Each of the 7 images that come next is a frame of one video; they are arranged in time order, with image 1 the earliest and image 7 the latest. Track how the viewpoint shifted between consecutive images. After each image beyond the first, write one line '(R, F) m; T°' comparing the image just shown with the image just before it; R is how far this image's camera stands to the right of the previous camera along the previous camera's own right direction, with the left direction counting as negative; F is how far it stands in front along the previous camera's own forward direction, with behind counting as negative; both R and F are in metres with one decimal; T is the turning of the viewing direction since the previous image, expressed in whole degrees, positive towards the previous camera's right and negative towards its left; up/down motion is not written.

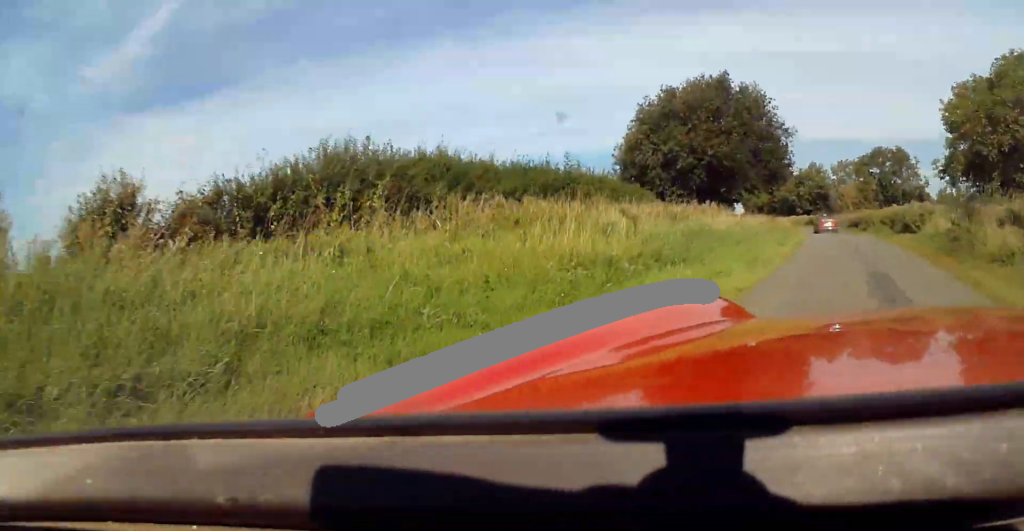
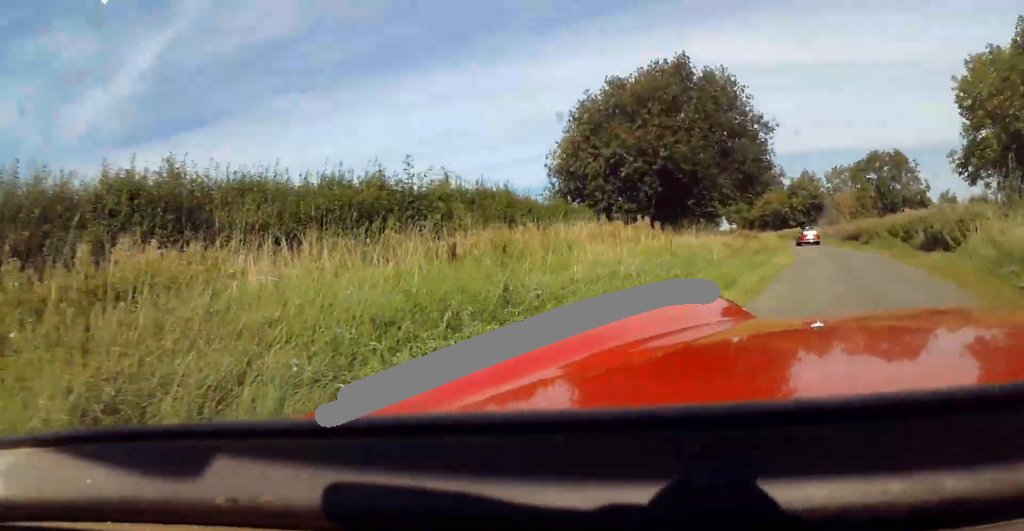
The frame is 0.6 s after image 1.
(+0.2, +8.4) m; 0°
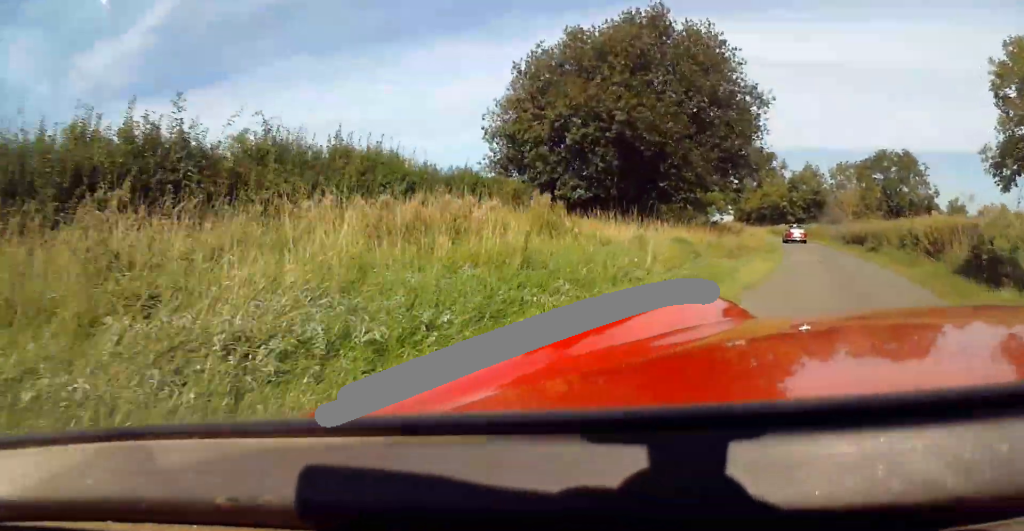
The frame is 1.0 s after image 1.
(+0.1, +6.4) m; 0°
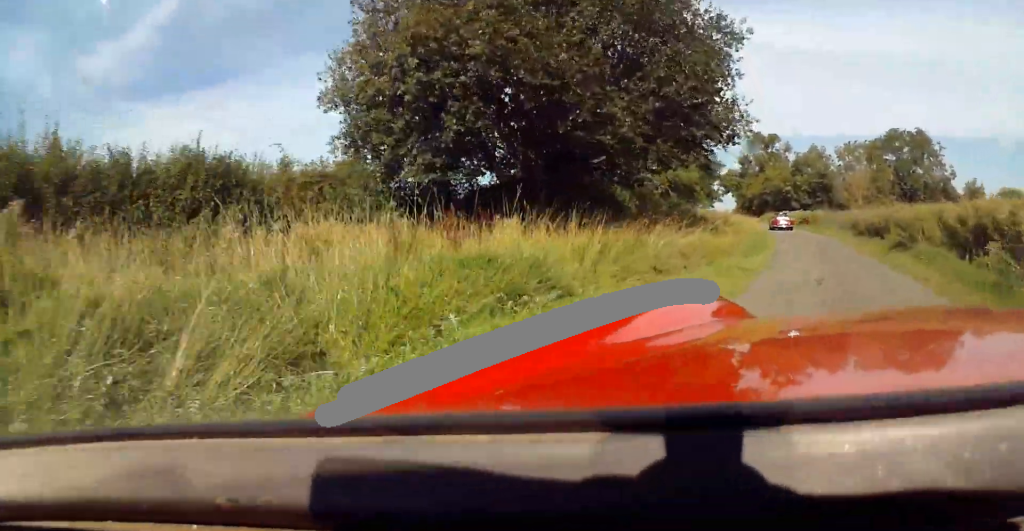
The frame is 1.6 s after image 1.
(-0.1, +9.2) m; 0°
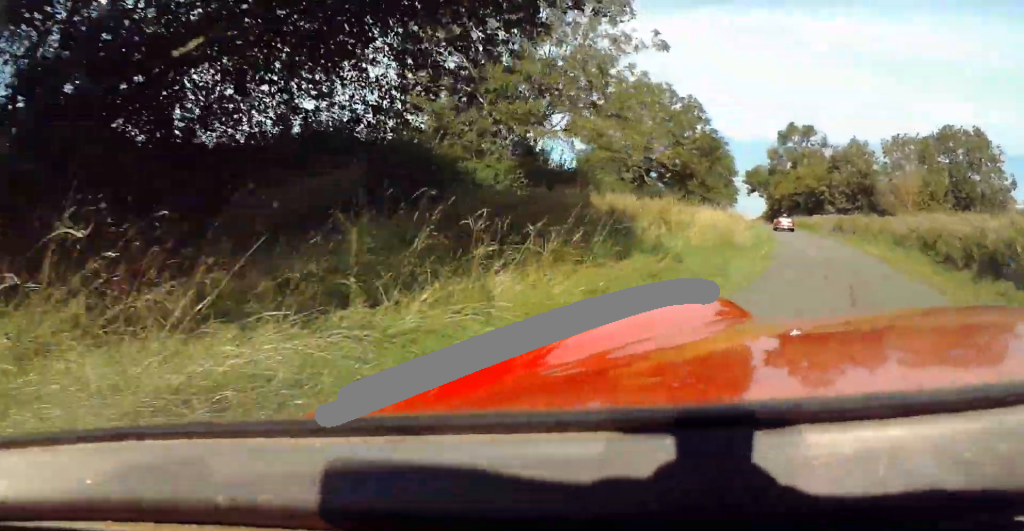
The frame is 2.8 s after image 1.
(-0.1, +16.3) m; 0°
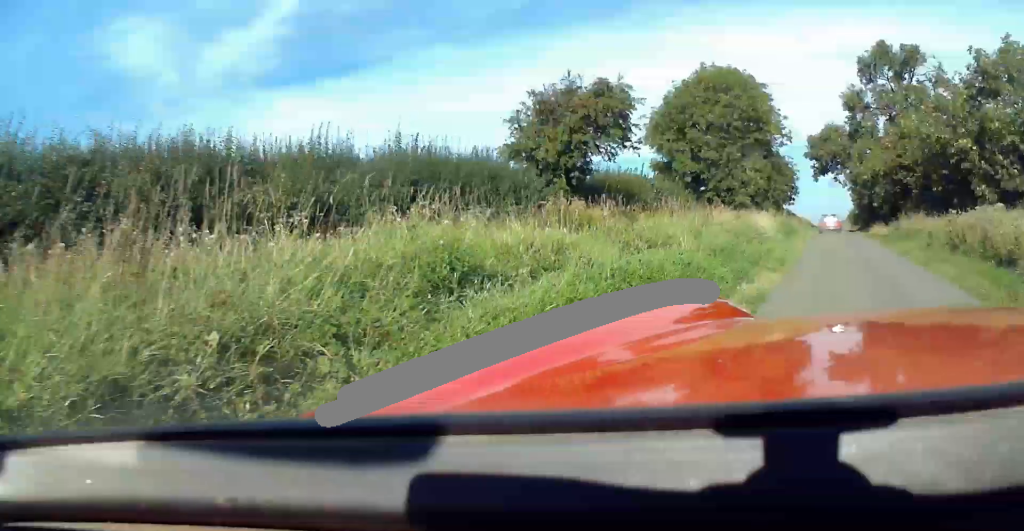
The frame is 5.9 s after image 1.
(-0.7, +45.5) m; -2°
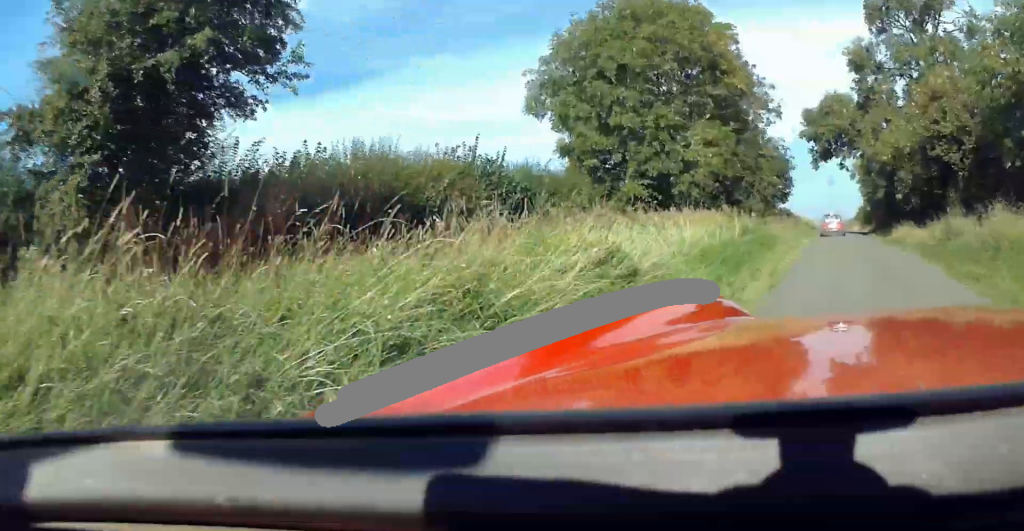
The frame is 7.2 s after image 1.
(-0.1, +15.7) m; -2°
